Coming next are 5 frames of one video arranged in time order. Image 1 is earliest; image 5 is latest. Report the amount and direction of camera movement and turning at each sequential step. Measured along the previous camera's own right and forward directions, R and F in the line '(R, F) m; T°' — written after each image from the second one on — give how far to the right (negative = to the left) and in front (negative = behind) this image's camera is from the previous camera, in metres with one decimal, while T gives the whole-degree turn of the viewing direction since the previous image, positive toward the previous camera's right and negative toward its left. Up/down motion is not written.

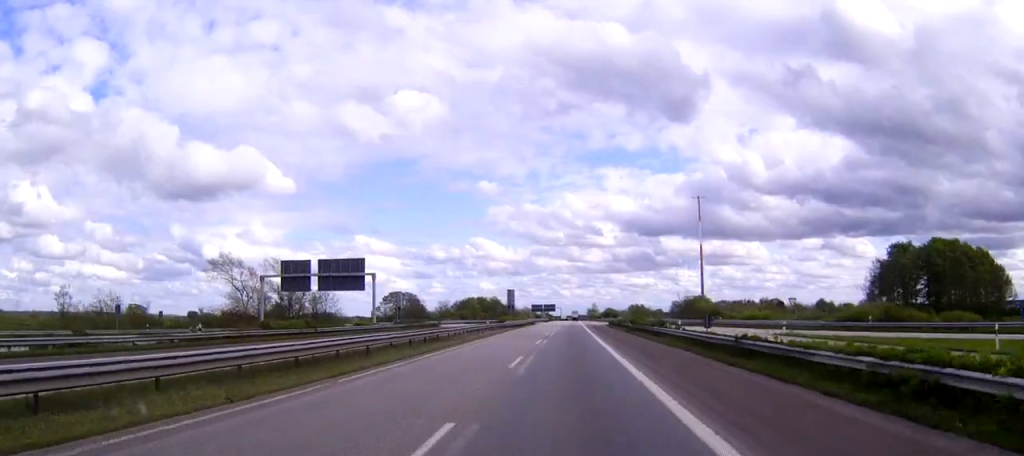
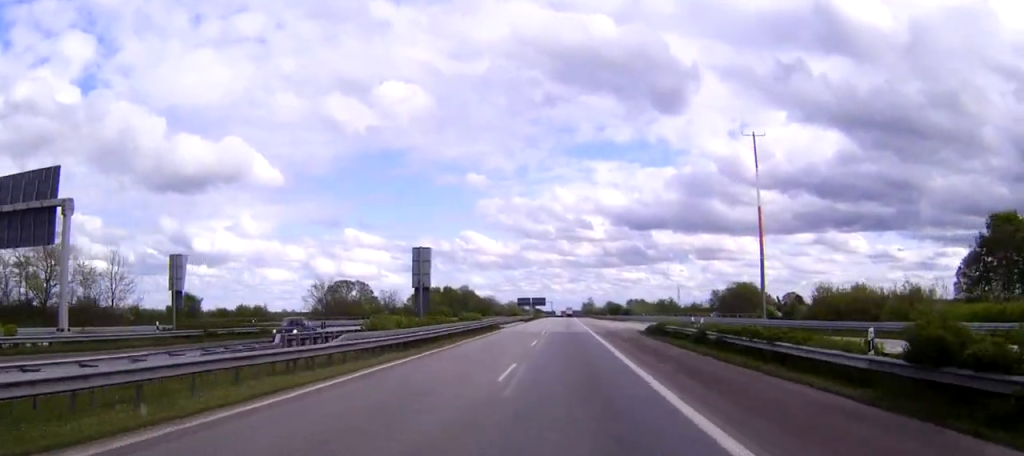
(+0.2, +59.6) m; +1°
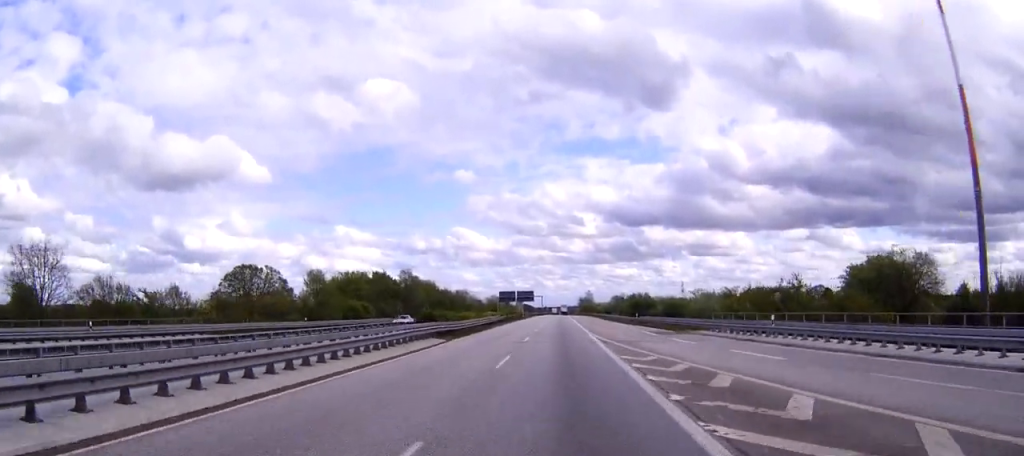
(+0.3, +68.3) m; 0°
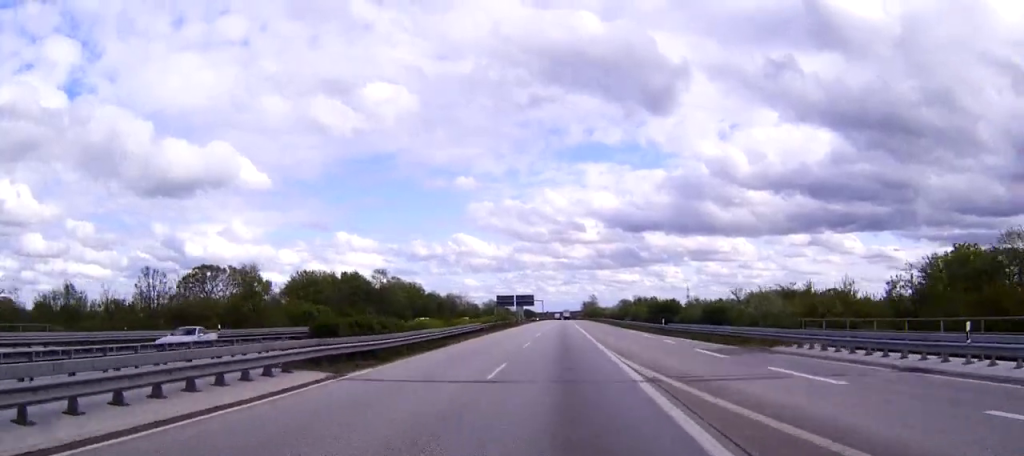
(0.0, +20.1) m; 0°
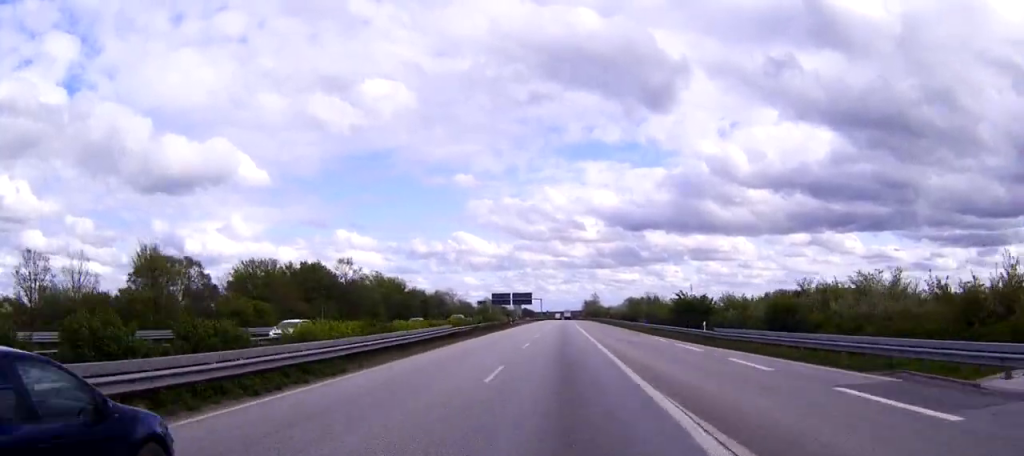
(0.0, +18.4) m; 0°
